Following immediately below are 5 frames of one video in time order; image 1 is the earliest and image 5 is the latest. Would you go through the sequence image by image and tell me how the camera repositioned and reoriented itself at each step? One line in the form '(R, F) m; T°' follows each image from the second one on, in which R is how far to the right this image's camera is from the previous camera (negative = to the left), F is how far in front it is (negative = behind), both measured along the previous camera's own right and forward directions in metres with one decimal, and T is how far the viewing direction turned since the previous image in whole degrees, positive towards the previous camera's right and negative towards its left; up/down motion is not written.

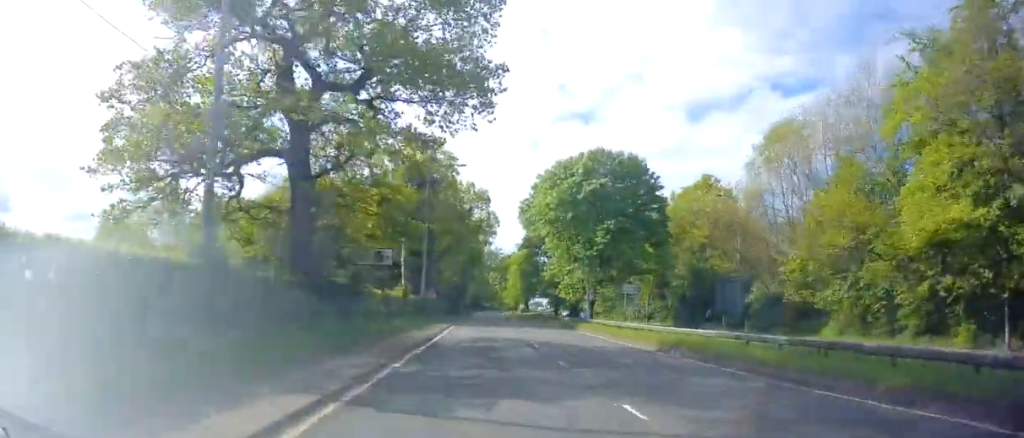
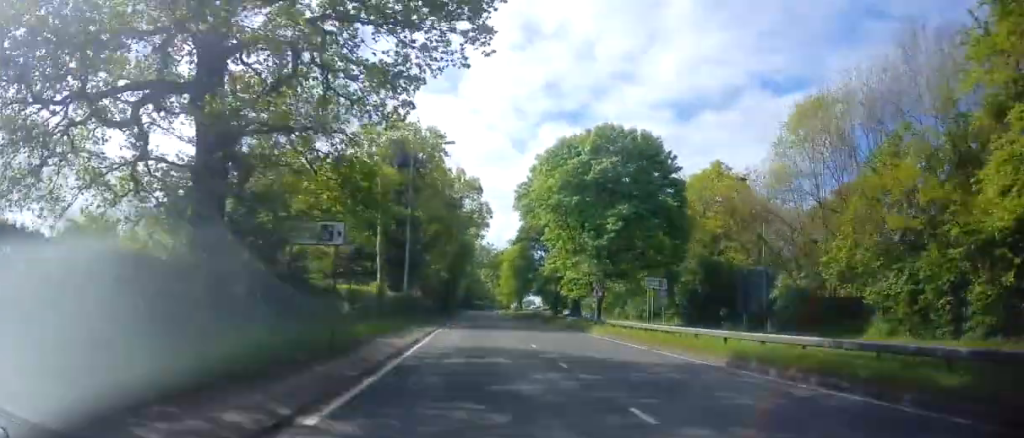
(0.0, +6.4) m; +1°
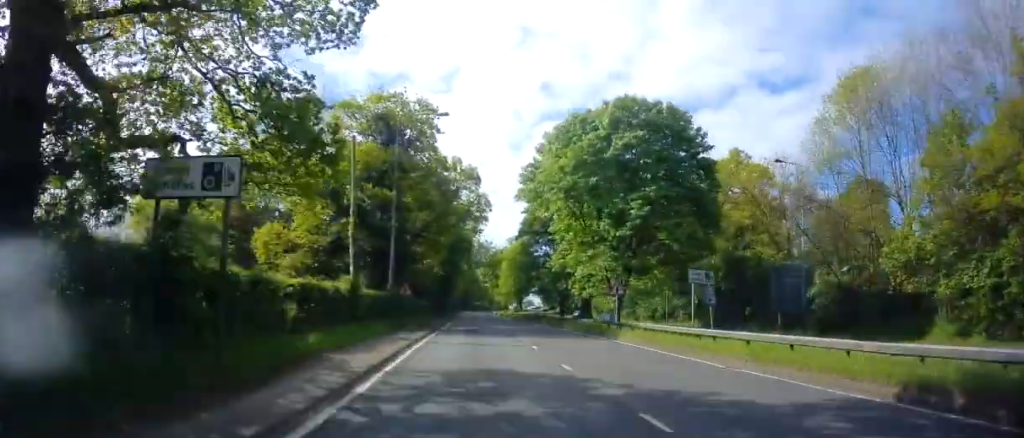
(-0.1, +6.4) m; +1°
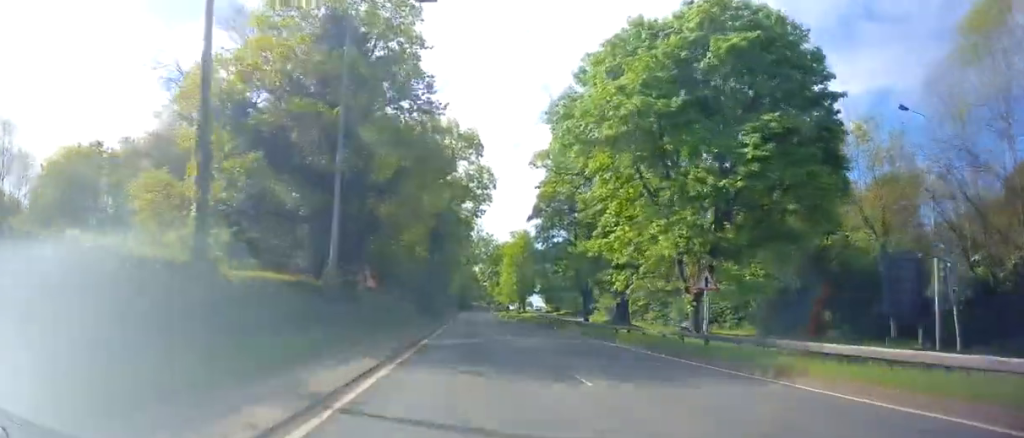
(+0.4, +13.7) m; +2°
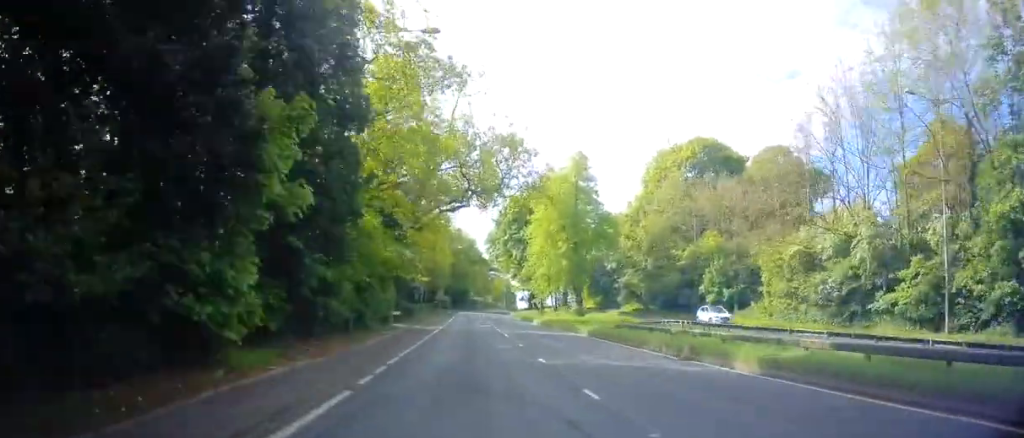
(+0.9, +60.6) m; +1°
